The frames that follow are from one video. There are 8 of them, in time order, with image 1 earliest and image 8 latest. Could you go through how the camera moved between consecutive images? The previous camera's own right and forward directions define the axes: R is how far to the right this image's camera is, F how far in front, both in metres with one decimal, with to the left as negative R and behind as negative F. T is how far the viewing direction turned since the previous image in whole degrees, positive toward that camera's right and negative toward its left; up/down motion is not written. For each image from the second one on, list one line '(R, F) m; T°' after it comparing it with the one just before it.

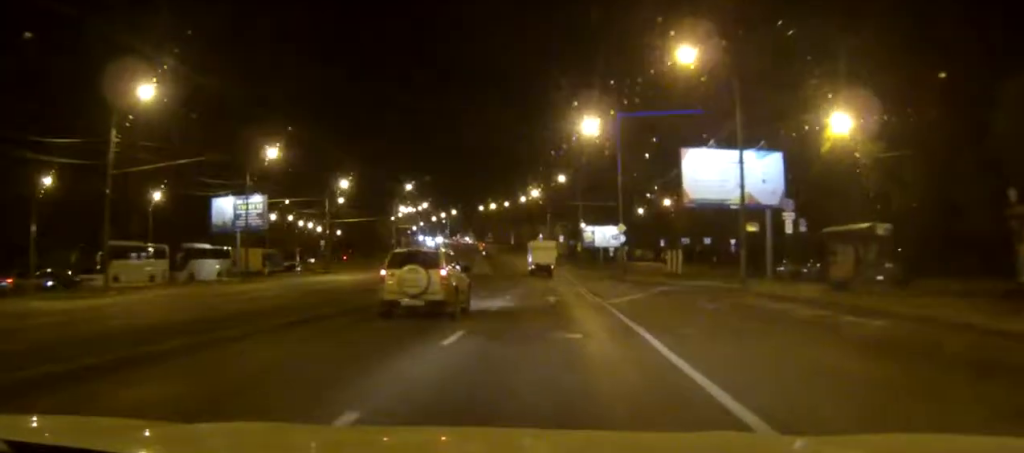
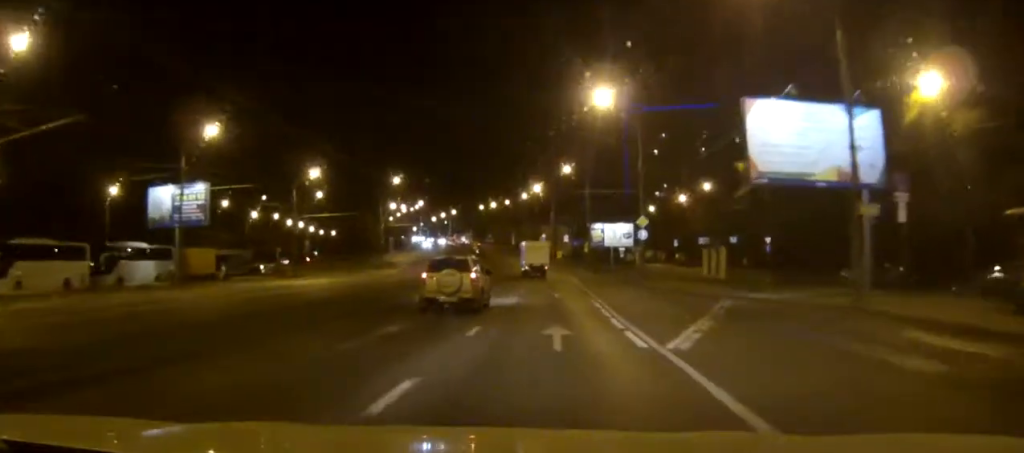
(0.0, +13.1) m; 0°
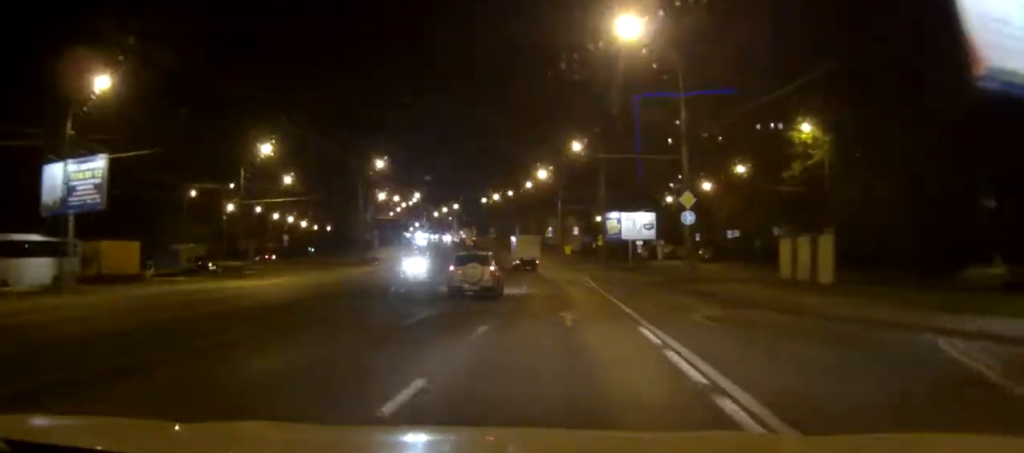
(0.0, +15.2) m; 0°
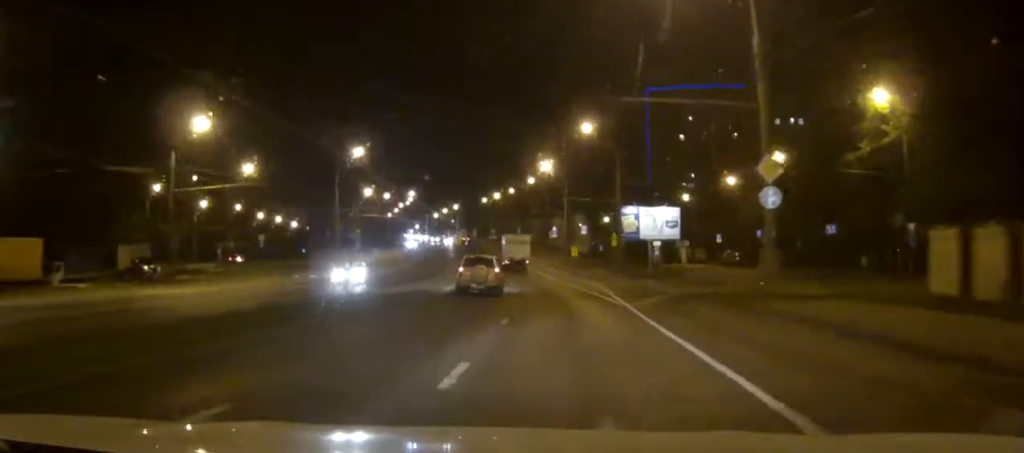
(0.0, +12.7) m; 0°
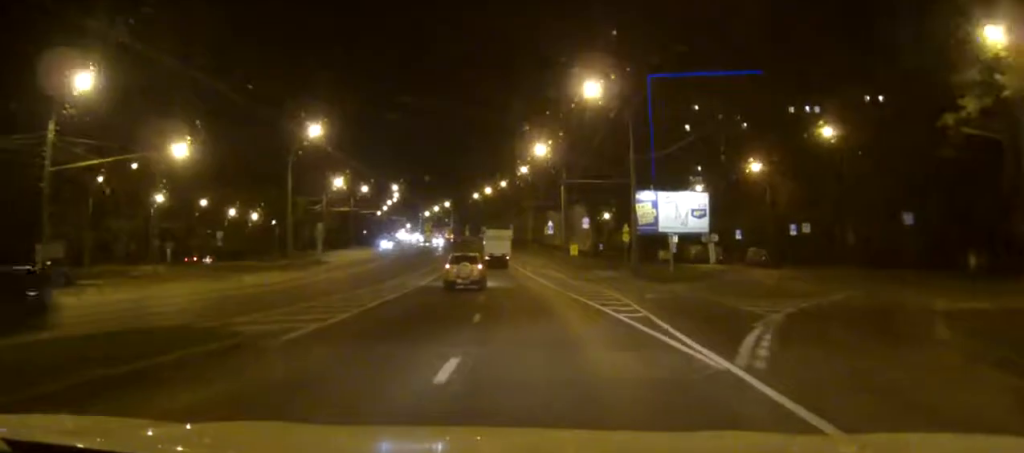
(-0.1, +12.5) m; 0°
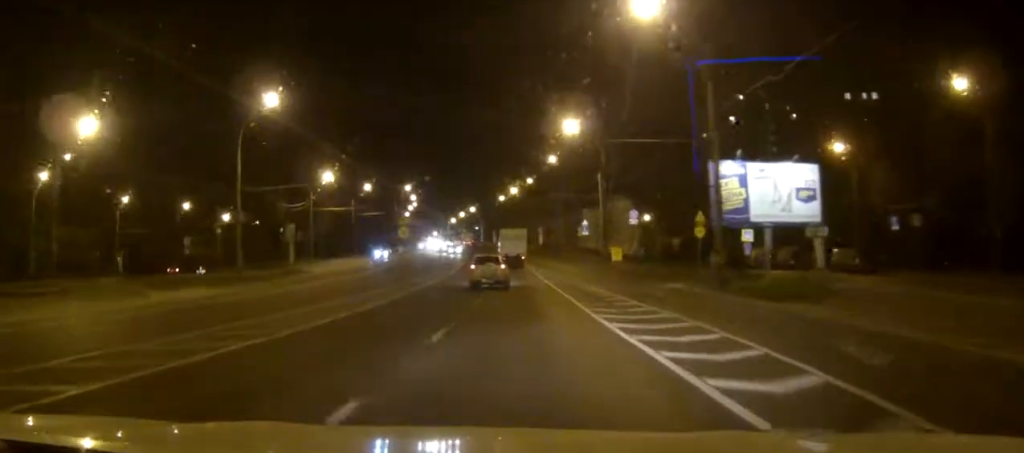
(-0.1, +16.3) m; -1°
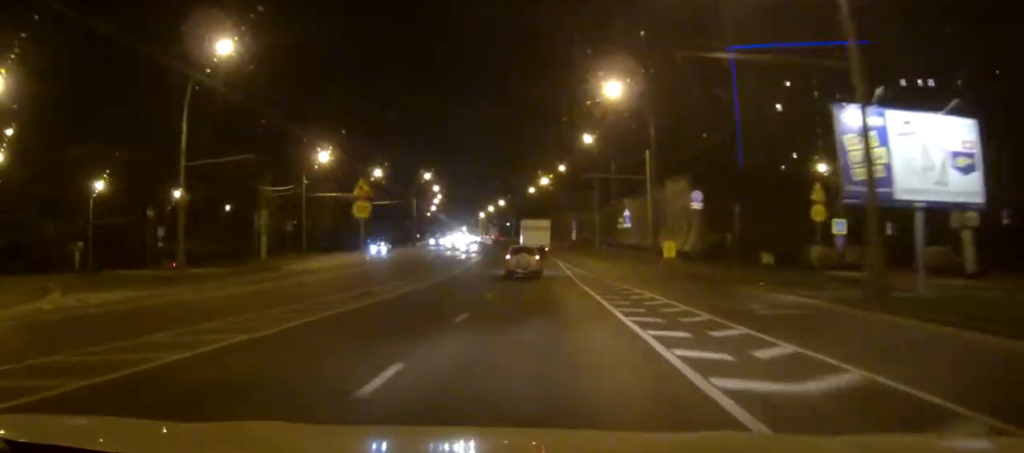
(-0.1, +12.7) m; -2°
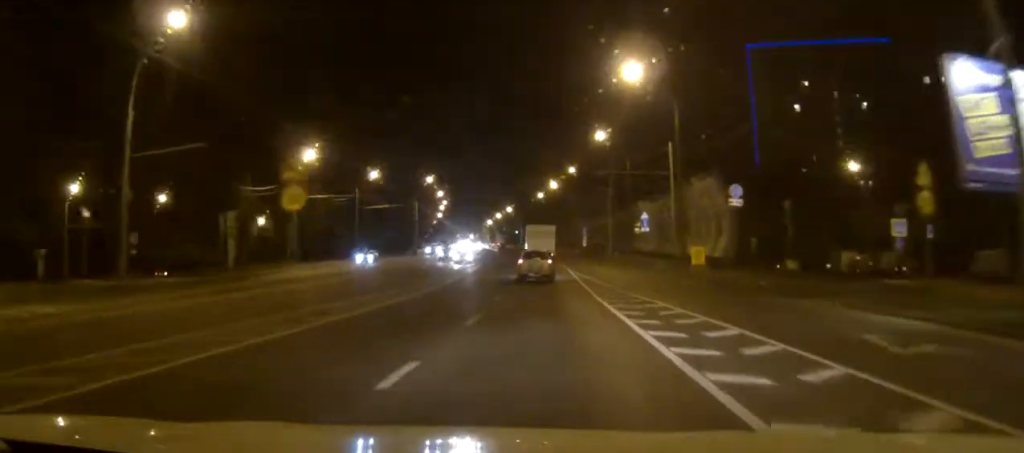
(-0.1, +7.3) m; -1°
